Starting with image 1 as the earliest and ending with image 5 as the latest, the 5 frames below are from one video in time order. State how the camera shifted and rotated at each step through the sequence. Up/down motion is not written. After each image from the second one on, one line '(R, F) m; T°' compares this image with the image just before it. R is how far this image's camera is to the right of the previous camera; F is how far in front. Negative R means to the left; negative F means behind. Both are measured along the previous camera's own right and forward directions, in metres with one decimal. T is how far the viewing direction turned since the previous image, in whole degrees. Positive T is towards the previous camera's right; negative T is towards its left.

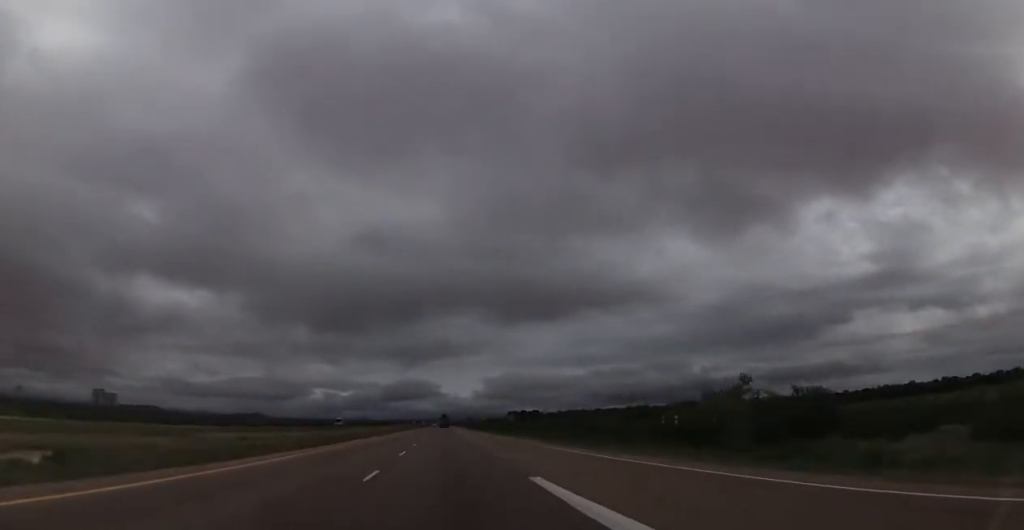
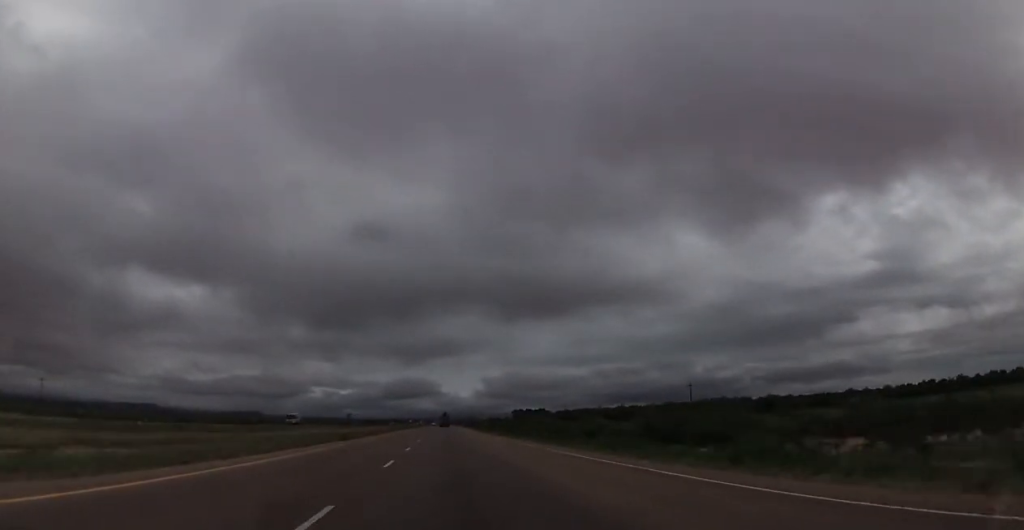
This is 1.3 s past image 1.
(0.0, +44.0) m; 0°
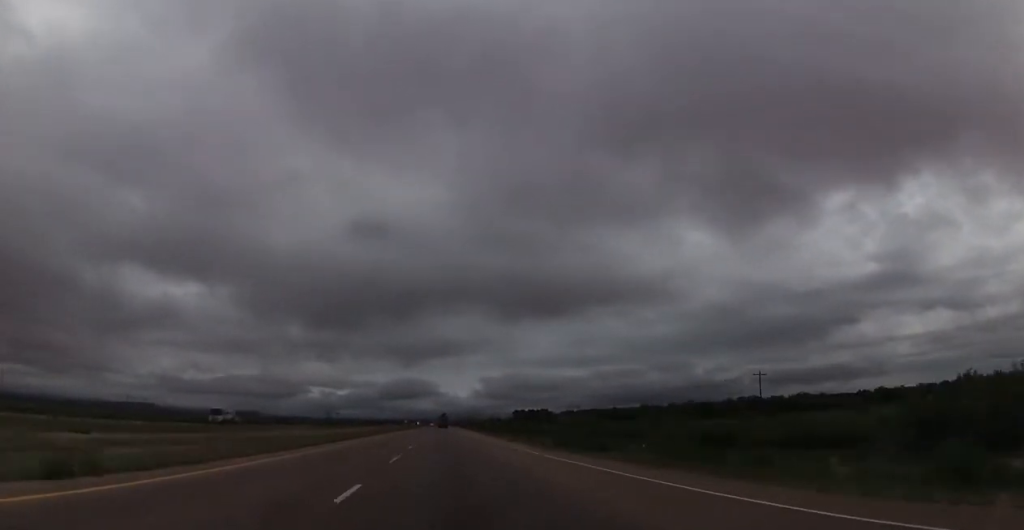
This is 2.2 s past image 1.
(0.0, +32.4) m; 0°
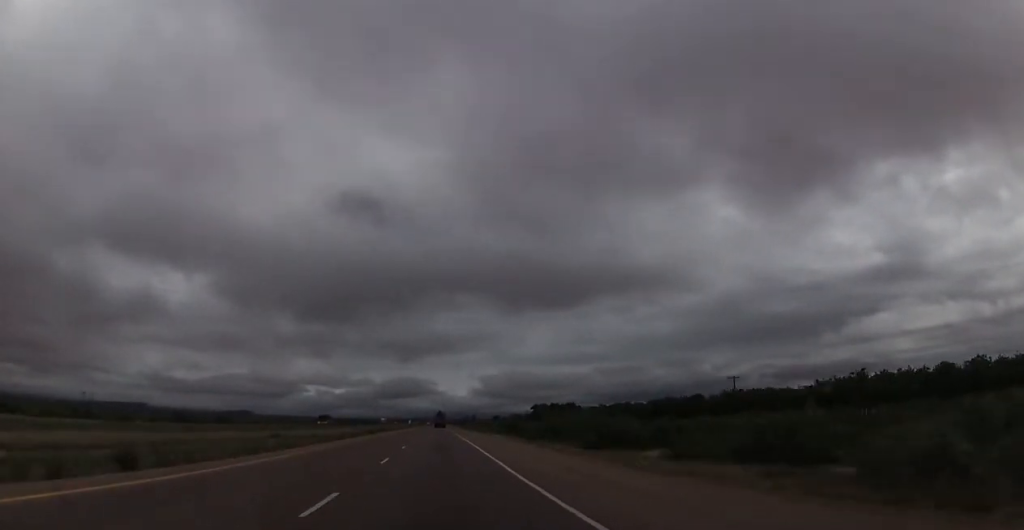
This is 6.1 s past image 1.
(+1.3, +135.5) m; 0°
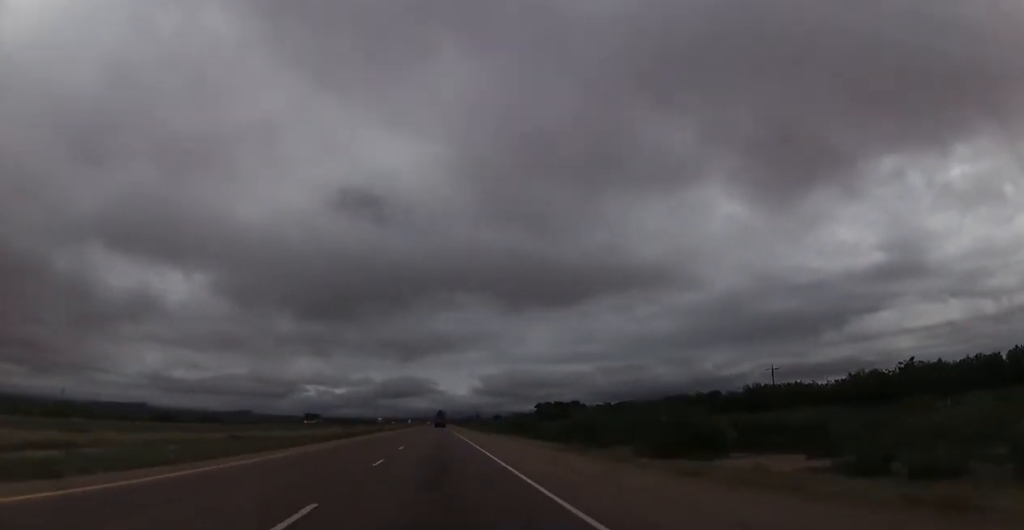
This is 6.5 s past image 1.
(0.0, +14.1) m; 0°
